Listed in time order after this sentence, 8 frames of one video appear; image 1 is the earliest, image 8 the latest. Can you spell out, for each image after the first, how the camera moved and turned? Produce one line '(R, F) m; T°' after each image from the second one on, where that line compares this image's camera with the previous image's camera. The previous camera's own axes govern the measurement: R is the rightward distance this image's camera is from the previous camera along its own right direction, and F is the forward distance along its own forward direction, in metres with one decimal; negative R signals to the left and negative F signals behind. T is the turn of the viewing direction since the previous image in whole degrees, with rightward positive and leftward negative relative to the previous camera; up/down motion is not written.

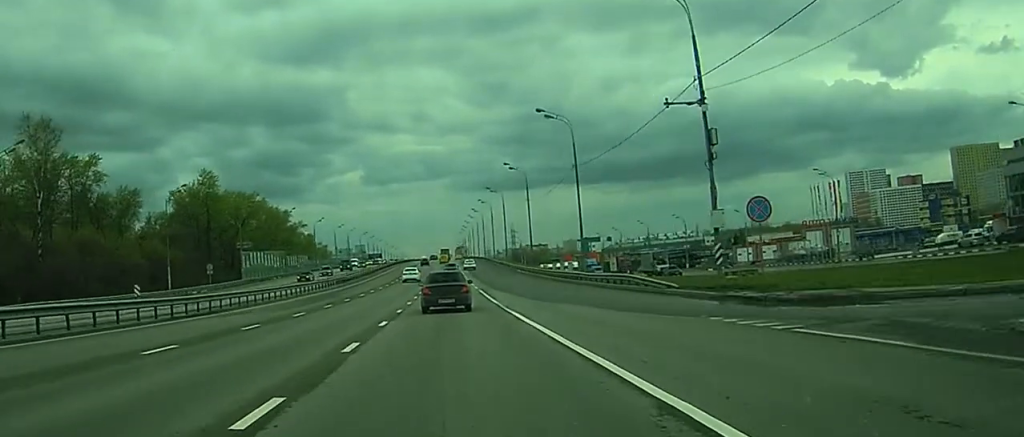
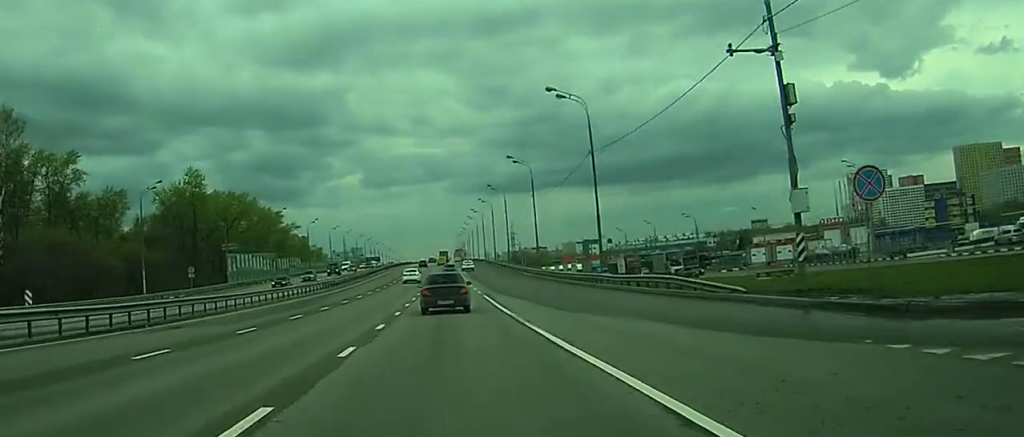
(0.0, +8.7) m; 0°
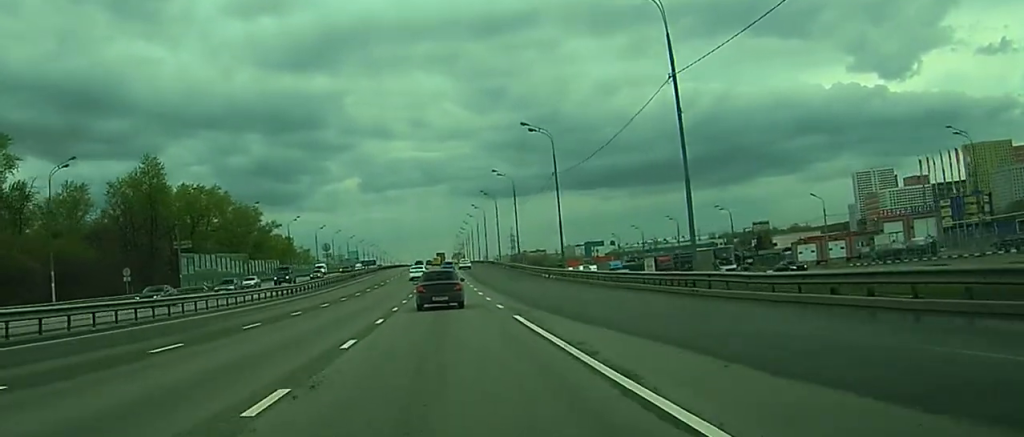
(+0.1, +22.9) m; 0°
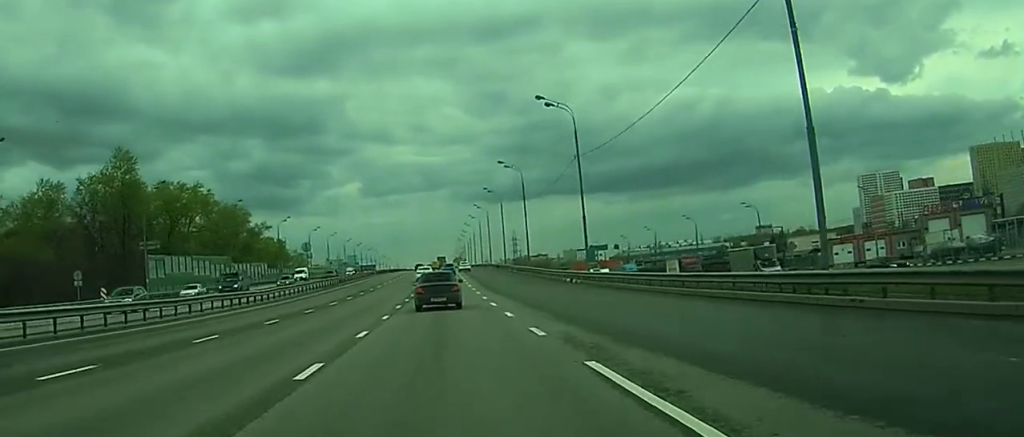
(0.0, +12.8) m; 0°
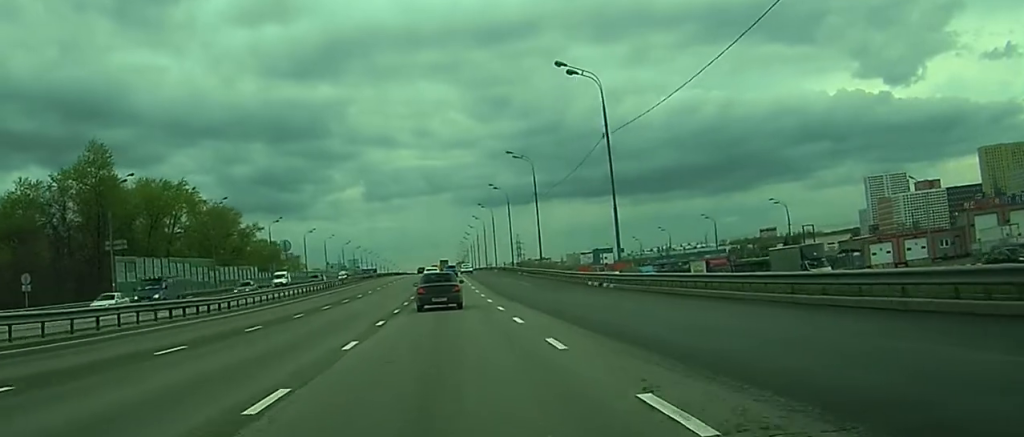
(0.0, +10.8) m; 0°
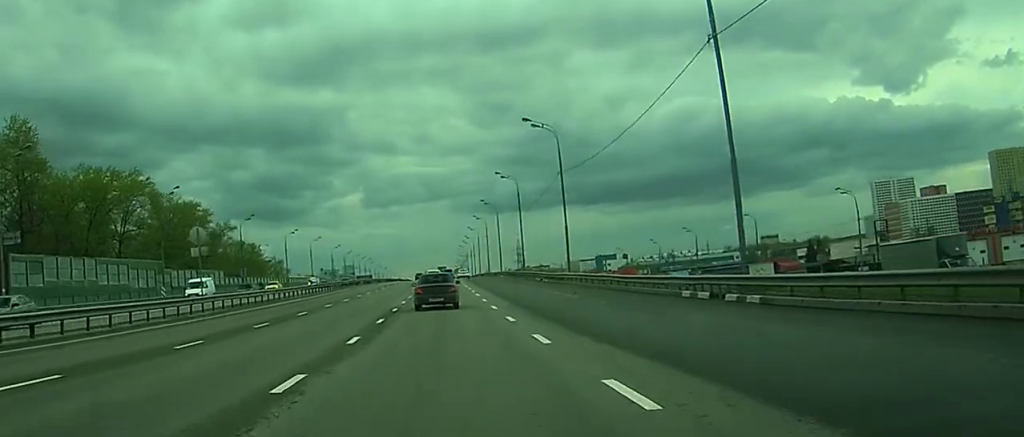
(0.0, +22.1) m; 0°
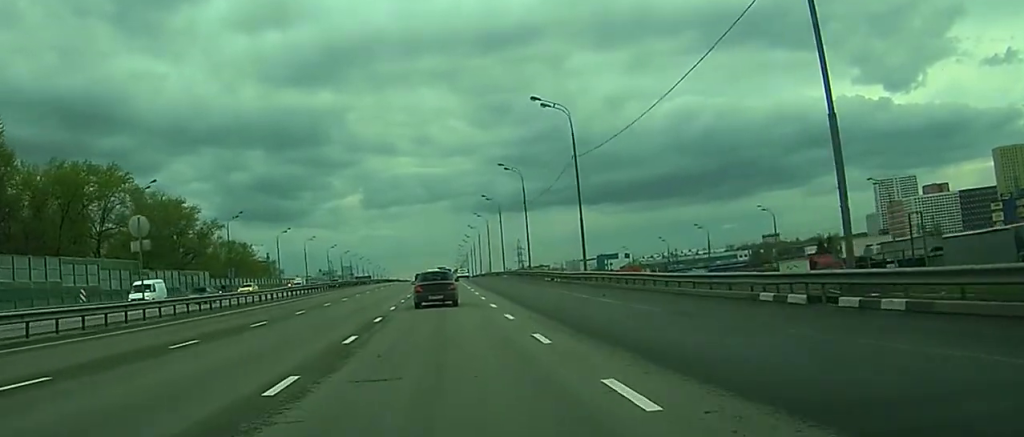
(0.0, +8.2) m; 0°
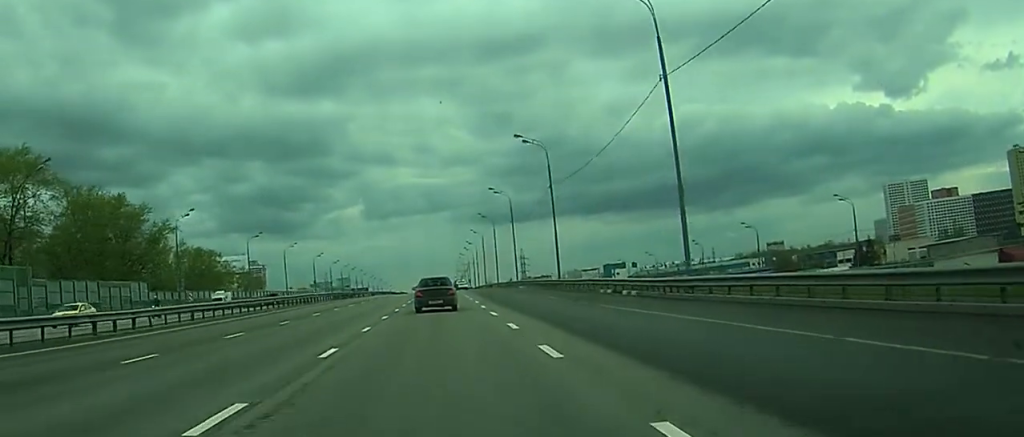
(0.0, +26.5) m; -2°
